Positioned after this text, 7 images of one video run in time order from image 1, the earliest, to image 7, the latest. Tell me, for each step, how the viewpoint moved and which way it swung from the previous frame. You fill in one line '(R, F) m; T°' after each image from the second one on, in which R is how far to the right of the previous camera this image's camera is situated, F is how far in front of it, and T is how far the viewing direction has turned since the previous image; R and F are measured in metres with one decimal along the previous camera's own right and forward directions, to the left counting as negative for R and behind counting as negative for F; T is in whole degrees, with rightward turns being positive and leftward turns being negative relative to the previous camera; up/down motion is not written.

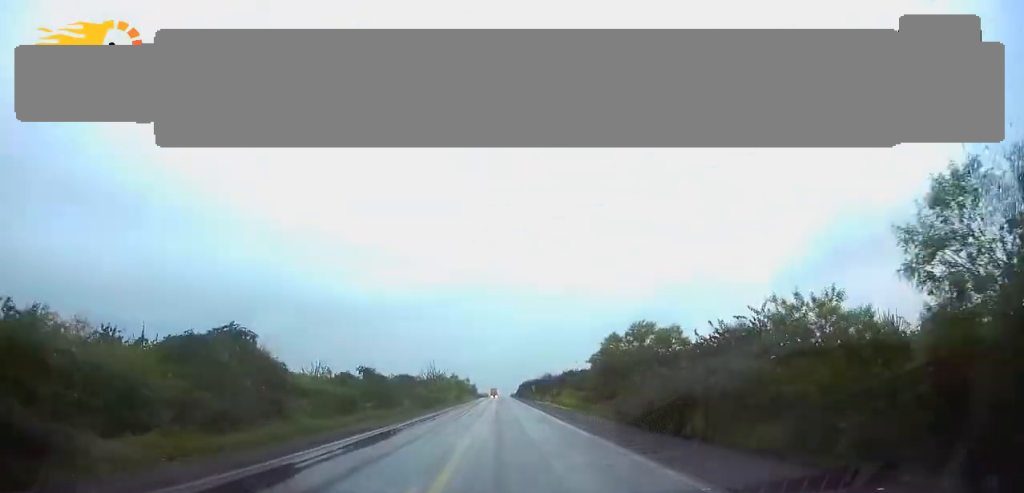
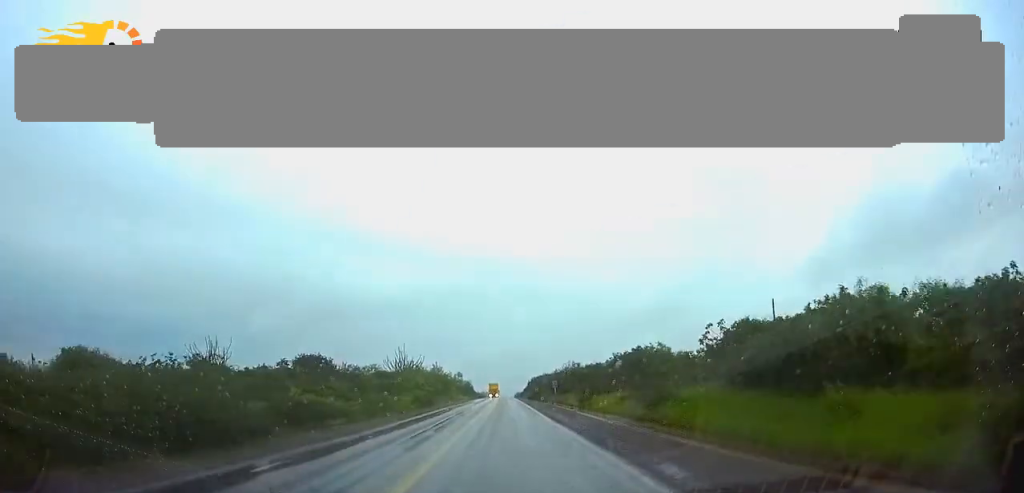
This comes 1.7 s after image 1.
(-0.1, +51.5) m; 0°
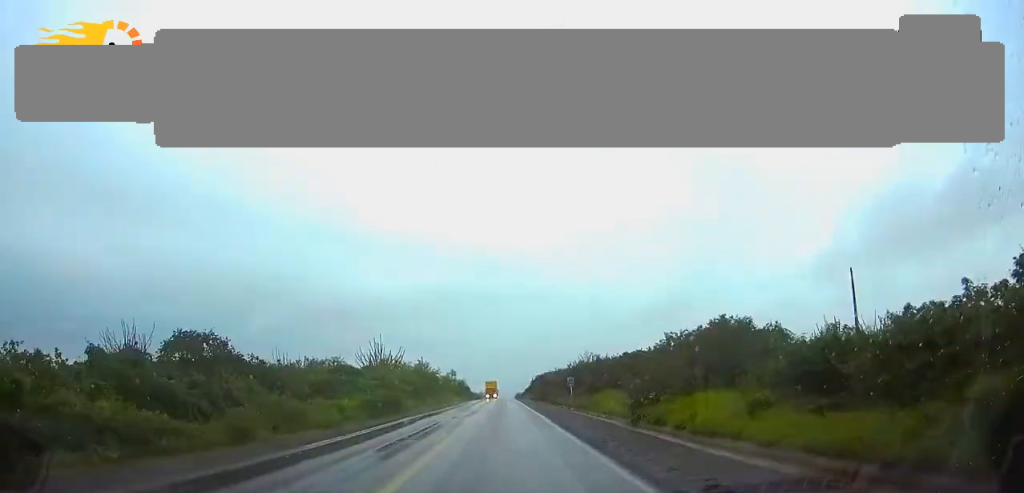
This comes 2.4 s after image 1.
(0.0, +21.0) m; 0°
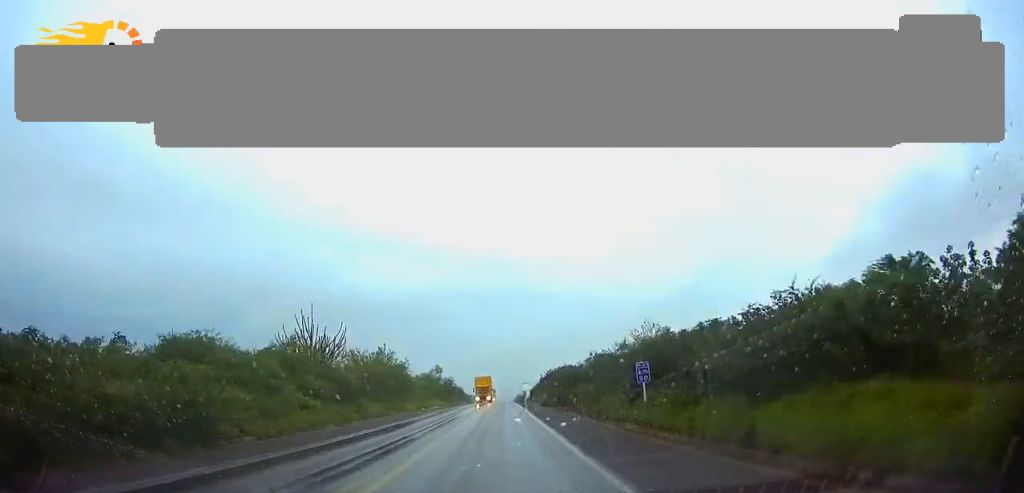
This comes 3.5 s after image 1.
(0.0, +33.1) m; 0°
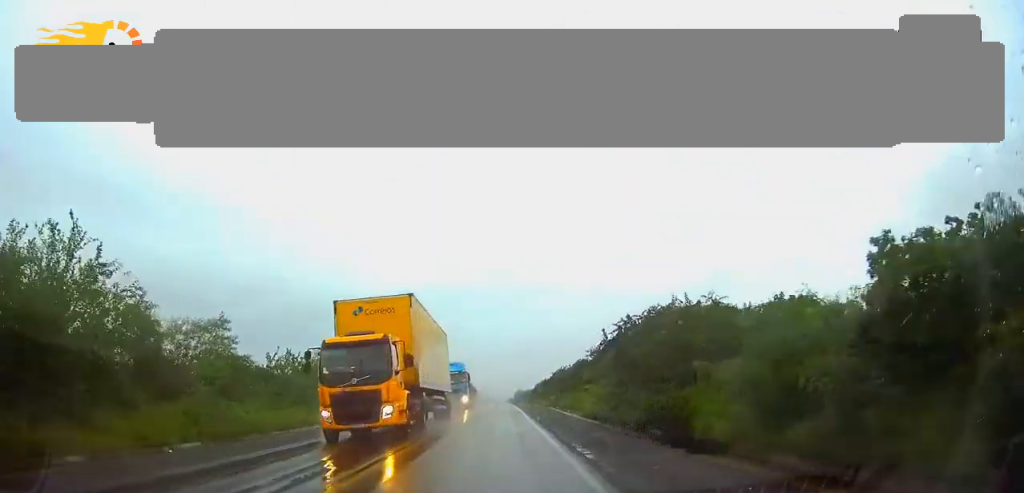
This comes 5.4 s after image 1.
(+0.1, +57.3) m; 0°
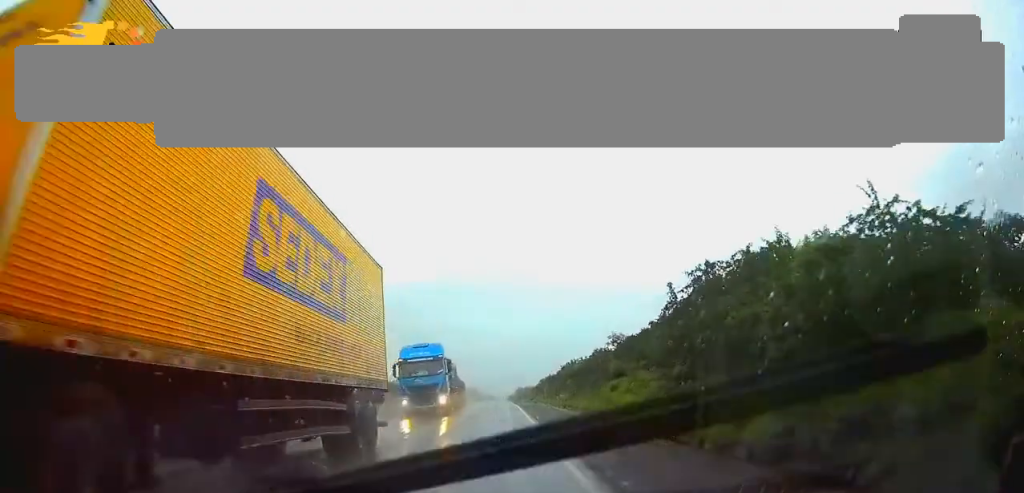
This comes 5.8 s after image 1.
(0.0, +12.0) m; 0°
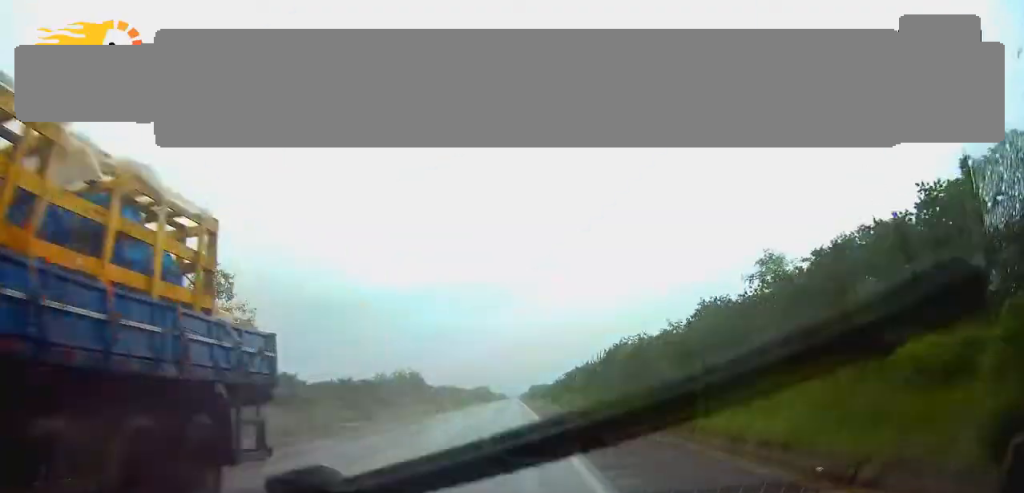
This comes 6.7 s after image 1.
(-0.1, +26.8) m; -1°
